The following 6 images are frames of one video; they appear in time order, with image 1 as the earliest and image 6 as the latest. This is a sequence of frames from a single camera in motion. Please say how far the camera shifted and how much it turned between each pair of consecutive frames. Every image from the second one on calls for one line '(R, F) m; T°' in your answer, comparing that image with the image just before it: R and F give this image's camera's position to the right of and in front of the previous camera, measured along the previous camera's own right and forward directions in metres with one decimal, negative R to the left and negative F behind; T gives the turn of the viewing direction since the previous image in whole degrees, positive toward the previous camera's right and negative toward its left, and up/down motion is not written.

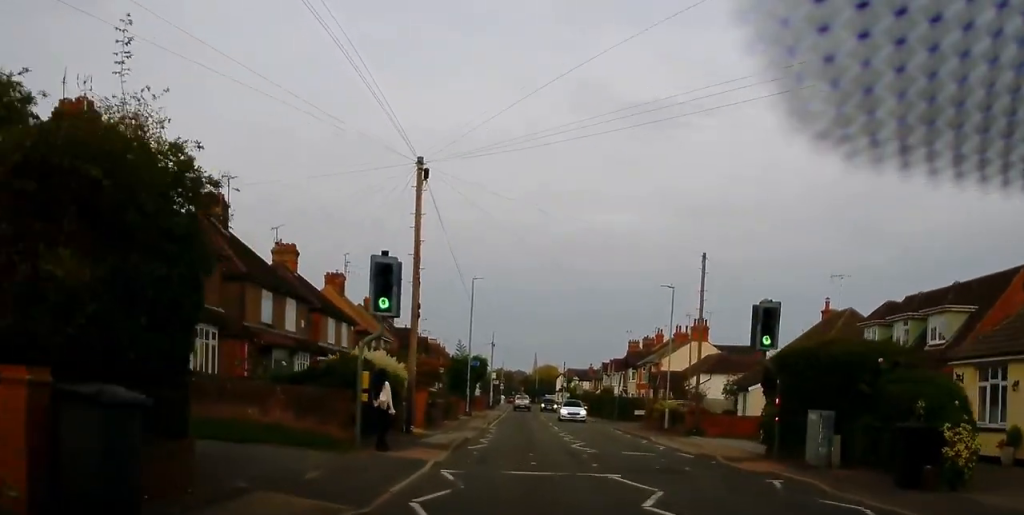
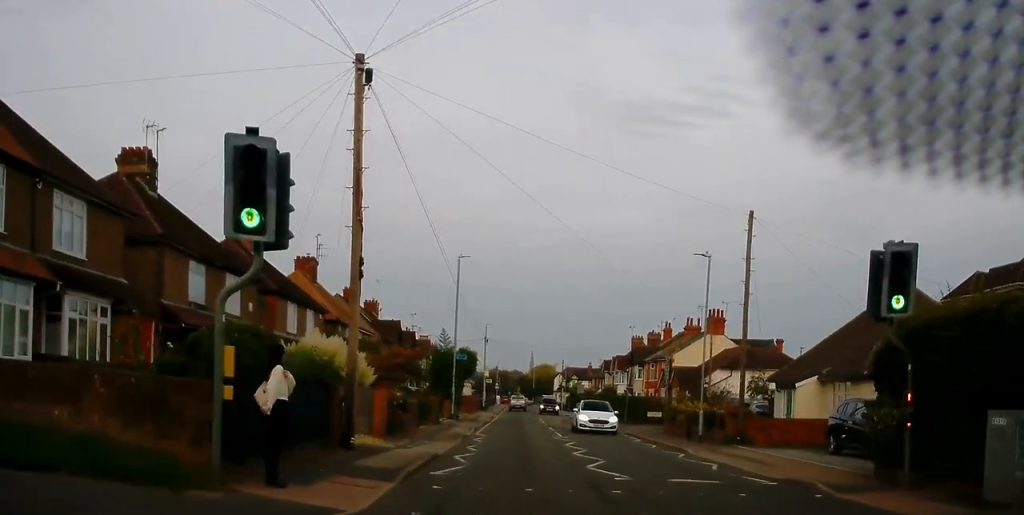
(-0.4, +7.5) m; 0°
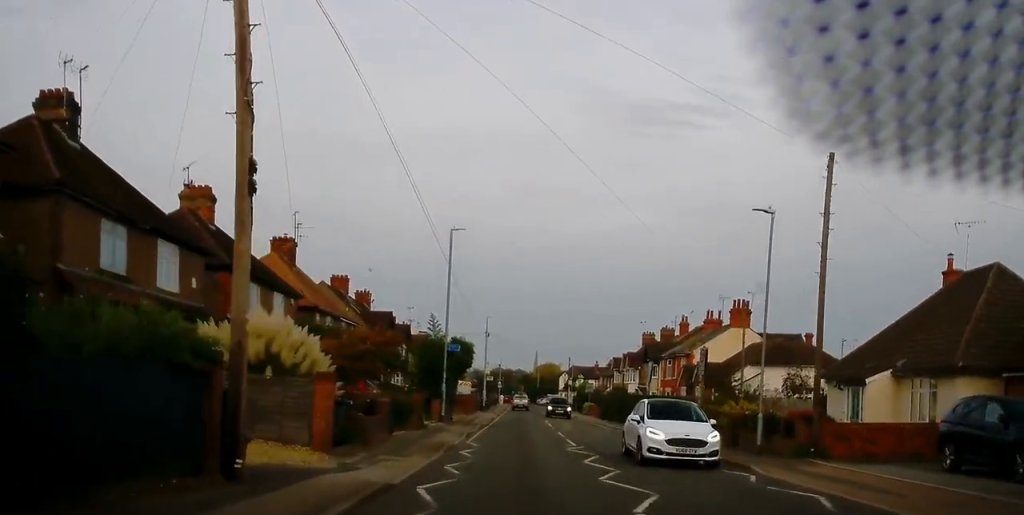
(+0.4, +6.6) m; +3°
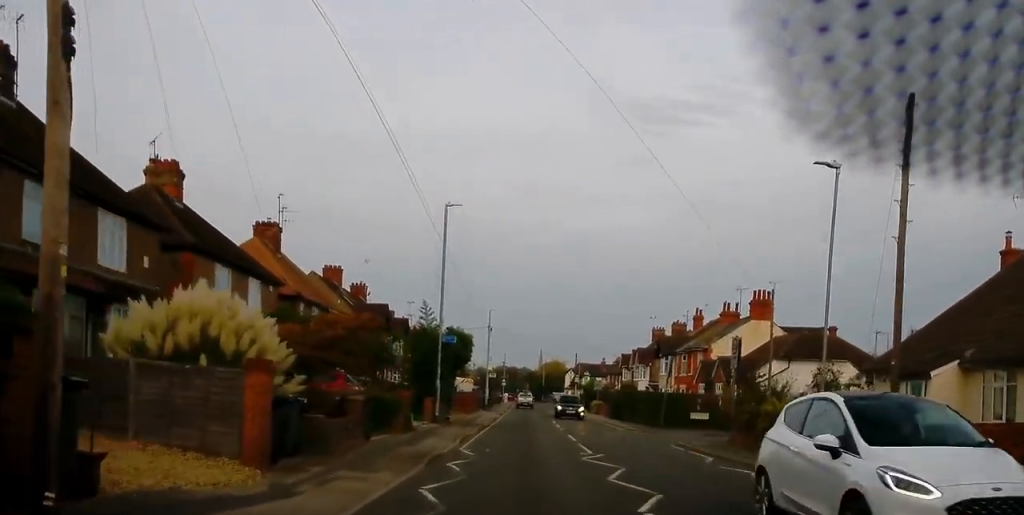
(0.0, +4.1) m; +1°
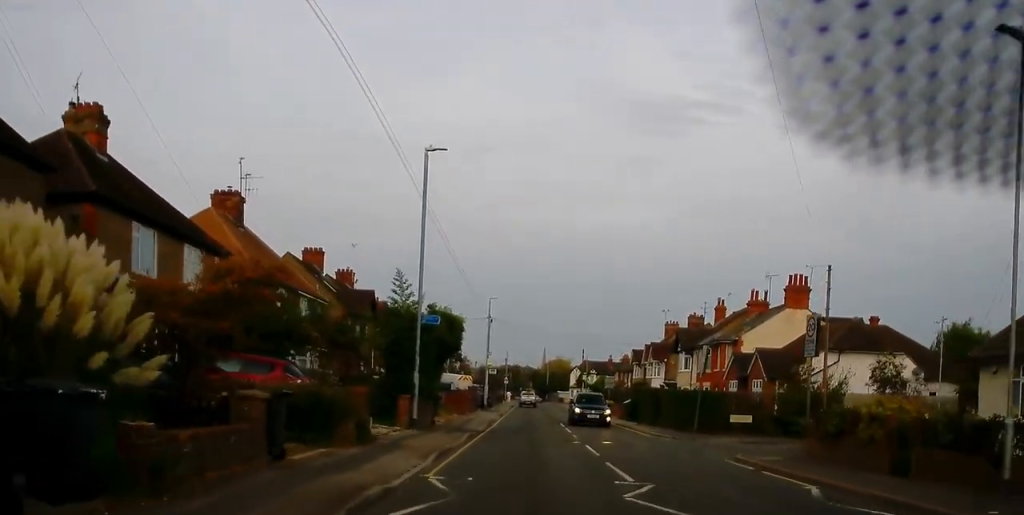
(0.0, +7.0) m; -1°
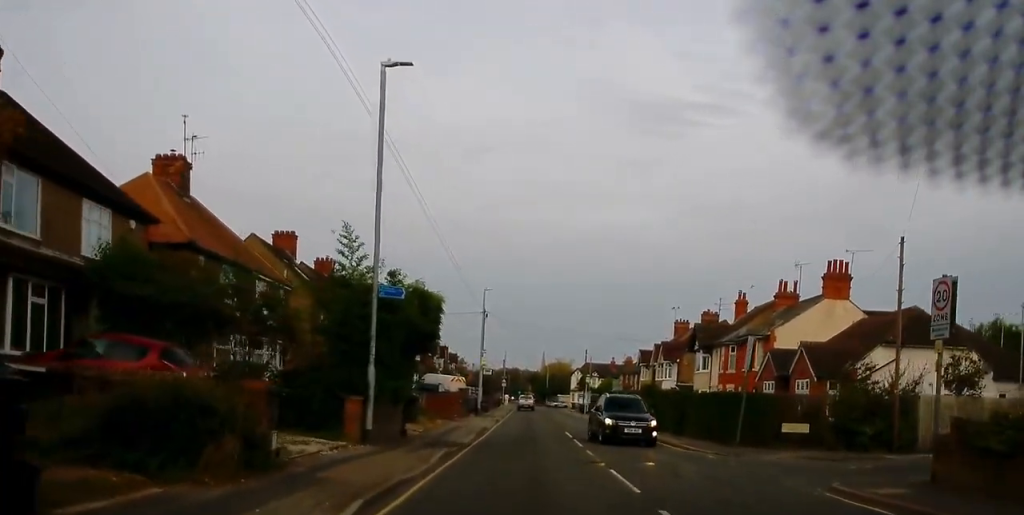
(-0.2, +7.1) m; -2°
